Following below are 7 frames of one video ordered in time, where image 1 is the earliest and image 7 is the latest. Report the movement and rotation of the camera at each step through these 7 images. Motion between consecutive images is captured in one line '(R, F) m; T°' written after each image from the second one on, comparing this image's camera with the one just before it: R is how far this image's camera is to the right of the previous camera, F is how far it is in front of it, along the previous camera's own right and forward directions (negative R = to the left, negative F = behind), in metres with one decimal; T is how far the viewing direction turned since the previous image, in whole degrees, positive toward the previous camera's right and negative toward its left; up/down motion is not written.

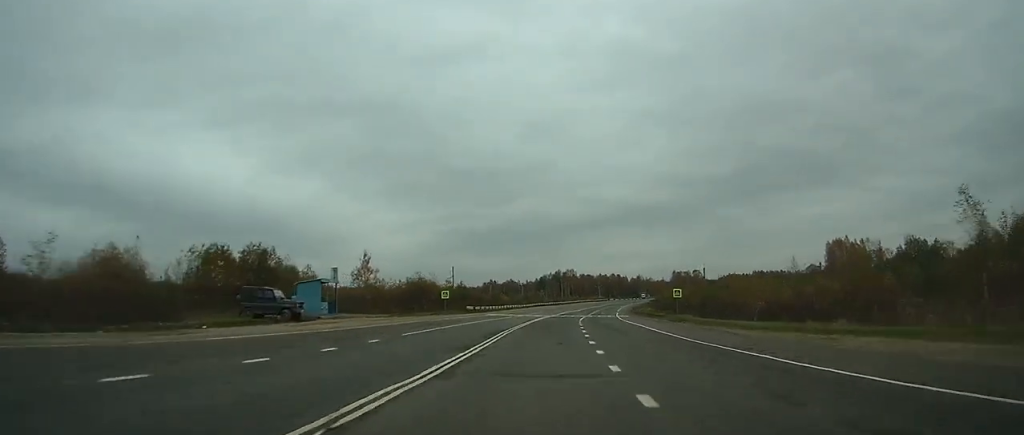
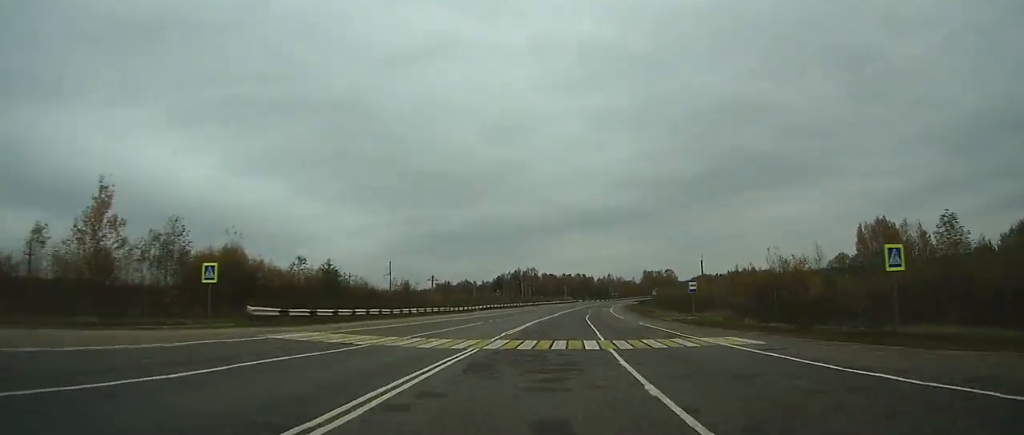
(+0.7, +49.0) m; +3°
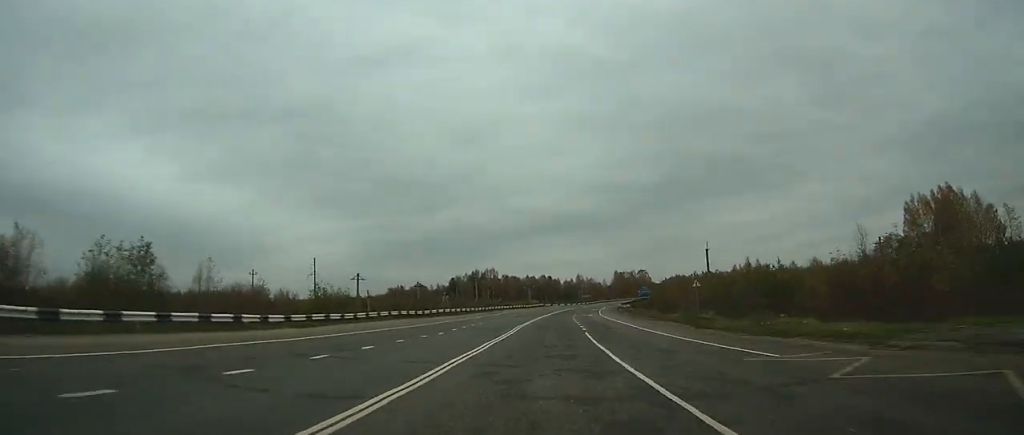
(+1.6, +43.7) m; +3°
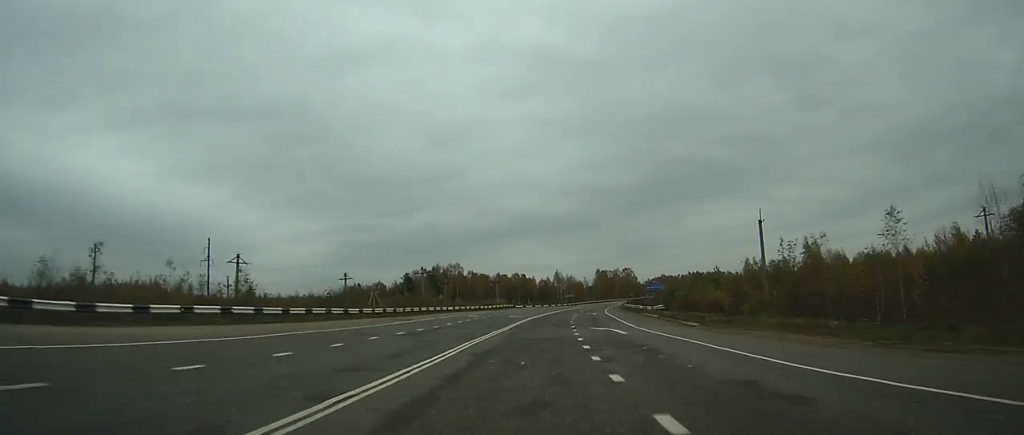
(+1.4, +48.6) m; +3°
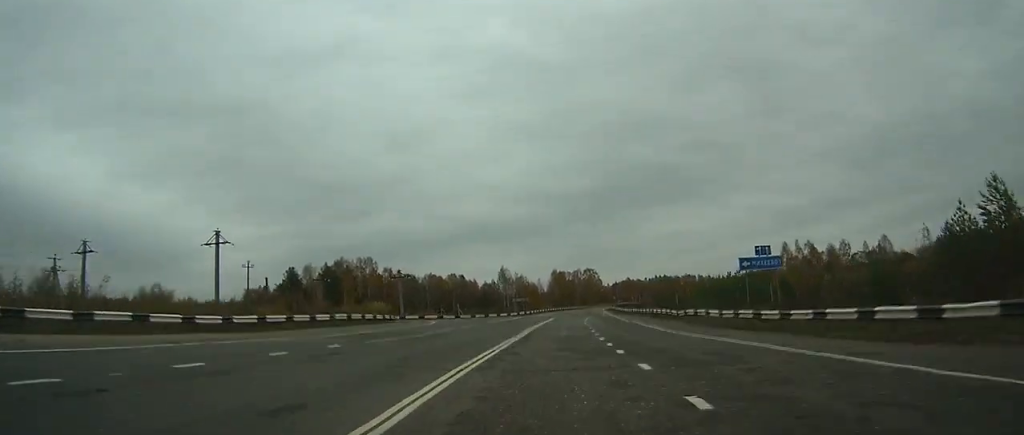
(+3.2, +72.2) m; +5°
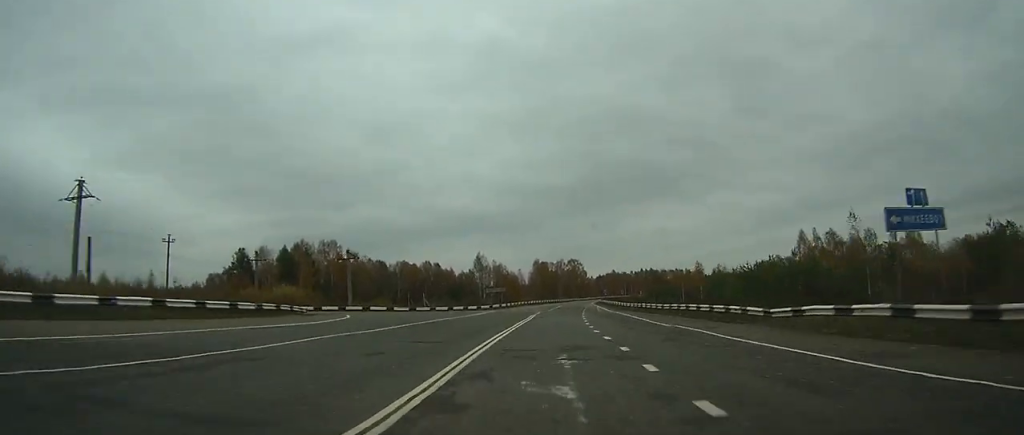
(+0.2, +19.7) m; +1°
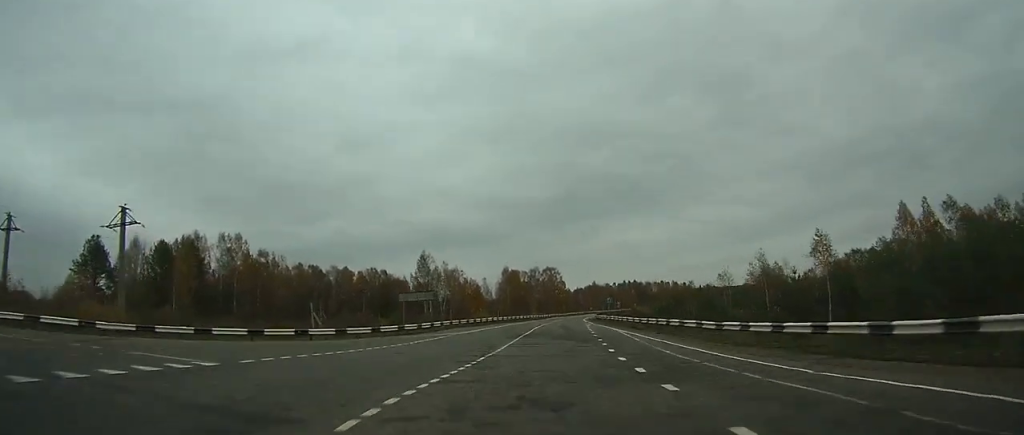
(+1.2, +50.4) m; +3°
